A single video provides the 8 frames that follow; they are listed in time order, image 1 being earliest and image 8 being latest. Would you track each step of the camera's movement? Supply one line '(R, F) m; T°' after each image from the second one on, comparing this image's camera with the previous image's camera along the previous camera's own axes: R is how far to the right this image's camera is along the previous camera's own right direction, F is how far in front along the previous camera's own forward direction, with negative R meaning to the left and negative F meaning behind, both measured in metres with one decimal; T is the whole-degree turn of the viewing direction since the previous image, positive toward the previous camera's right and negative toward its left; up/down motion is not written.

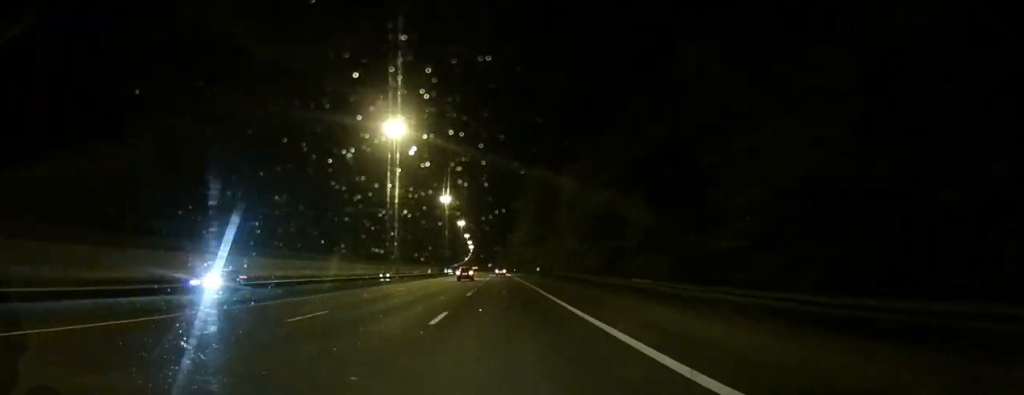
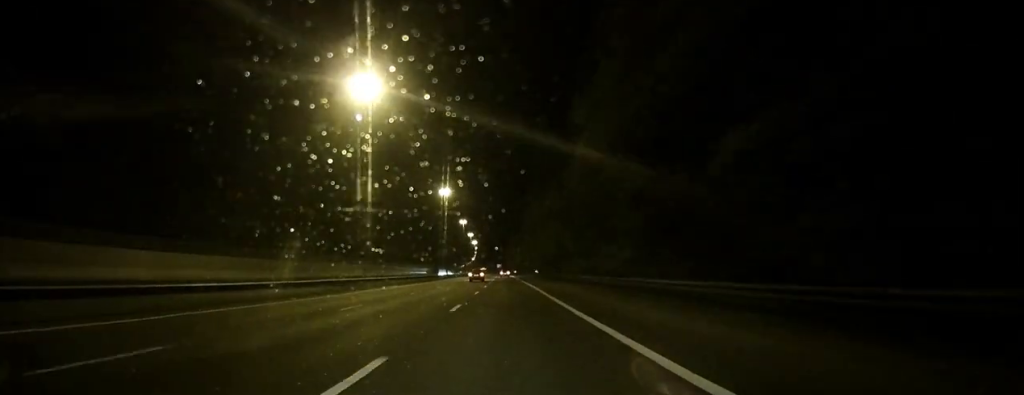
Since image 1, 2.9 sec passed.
(-0.2, +78.8) m; -1°
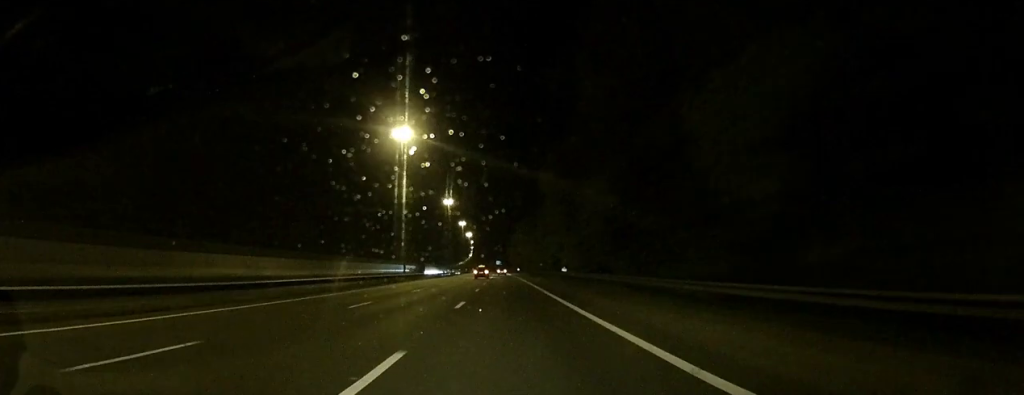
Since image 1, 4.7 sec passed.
(-0.9, +46.7) m; -1°
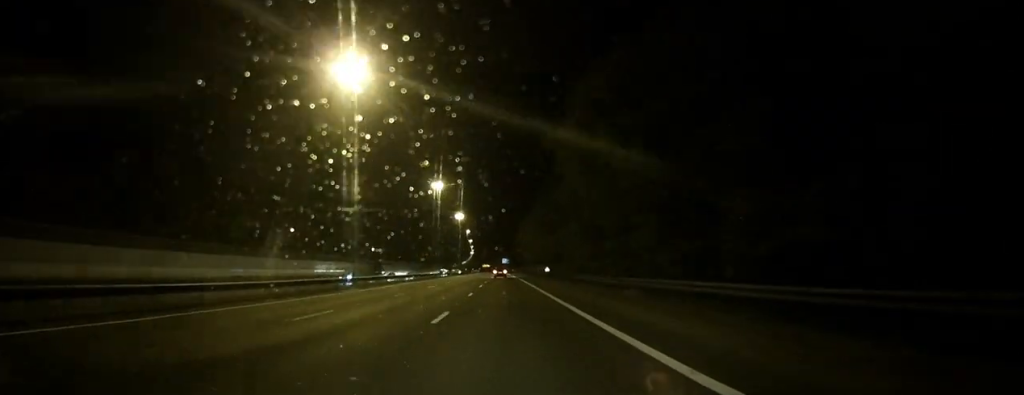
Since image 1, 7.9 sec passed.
(-0.3, +86.9) m; -1°
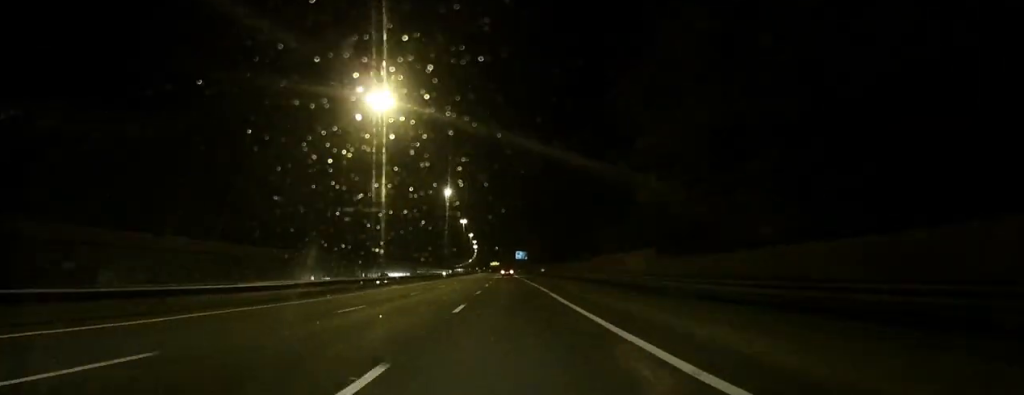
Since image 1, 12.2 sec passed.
(-1.6, +114.2) m; -1°
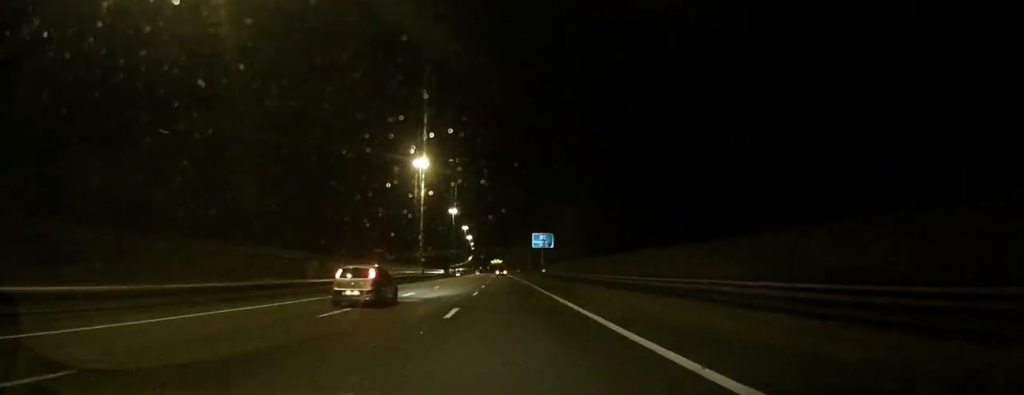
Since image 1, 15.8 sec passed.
(-0.1, +96.4) m; -1°
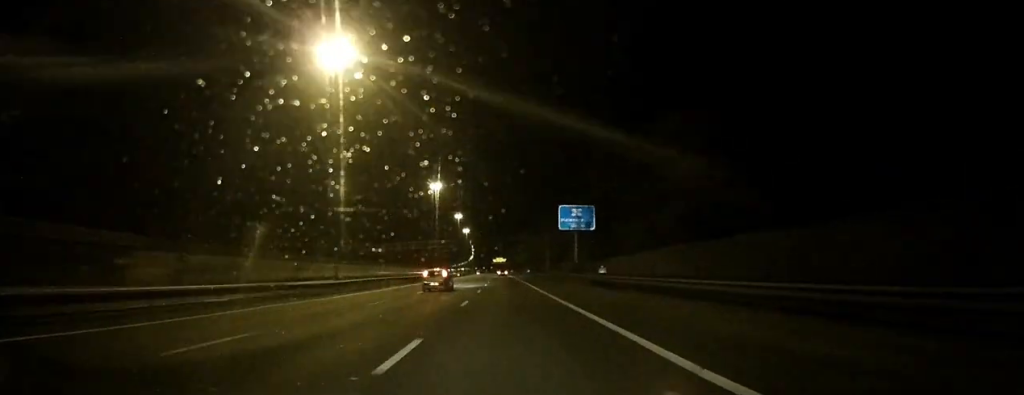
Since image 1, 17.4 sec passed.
(-0.7, +43.3) m; -1°
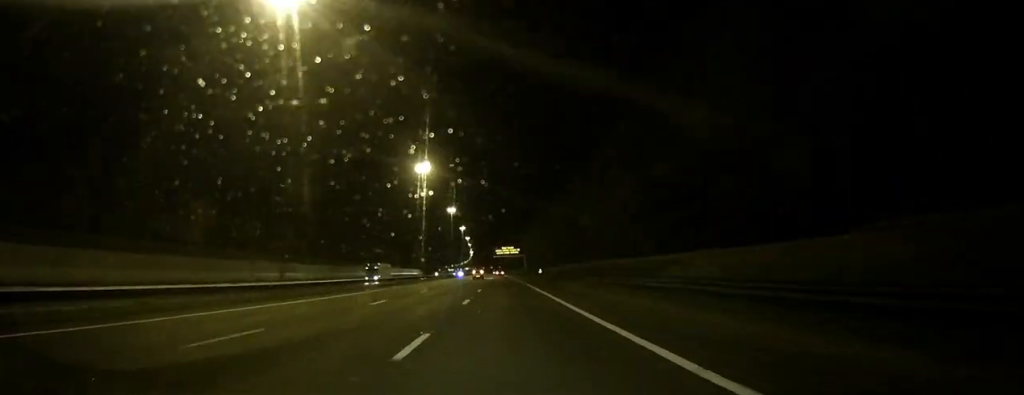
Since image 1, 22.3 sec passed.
(-0.2, +131.3) m; 0°
